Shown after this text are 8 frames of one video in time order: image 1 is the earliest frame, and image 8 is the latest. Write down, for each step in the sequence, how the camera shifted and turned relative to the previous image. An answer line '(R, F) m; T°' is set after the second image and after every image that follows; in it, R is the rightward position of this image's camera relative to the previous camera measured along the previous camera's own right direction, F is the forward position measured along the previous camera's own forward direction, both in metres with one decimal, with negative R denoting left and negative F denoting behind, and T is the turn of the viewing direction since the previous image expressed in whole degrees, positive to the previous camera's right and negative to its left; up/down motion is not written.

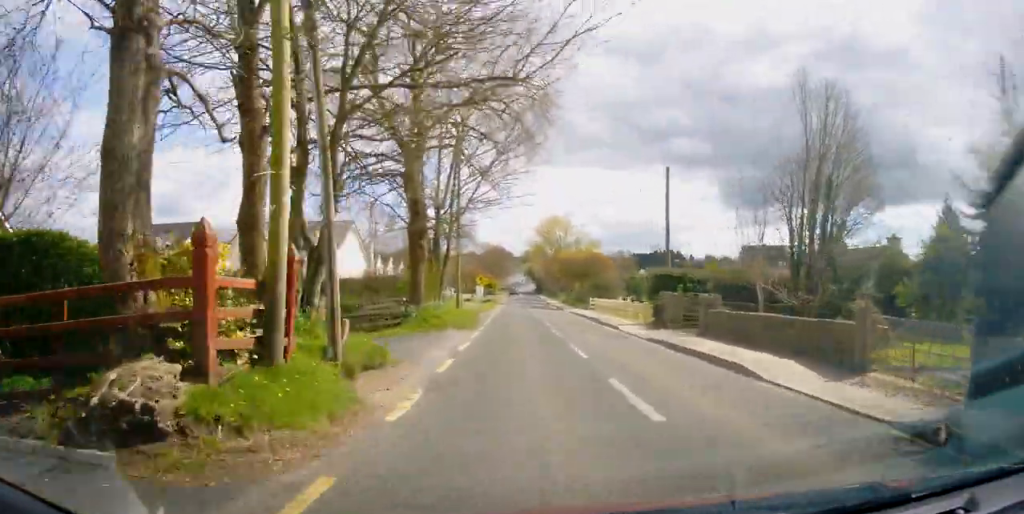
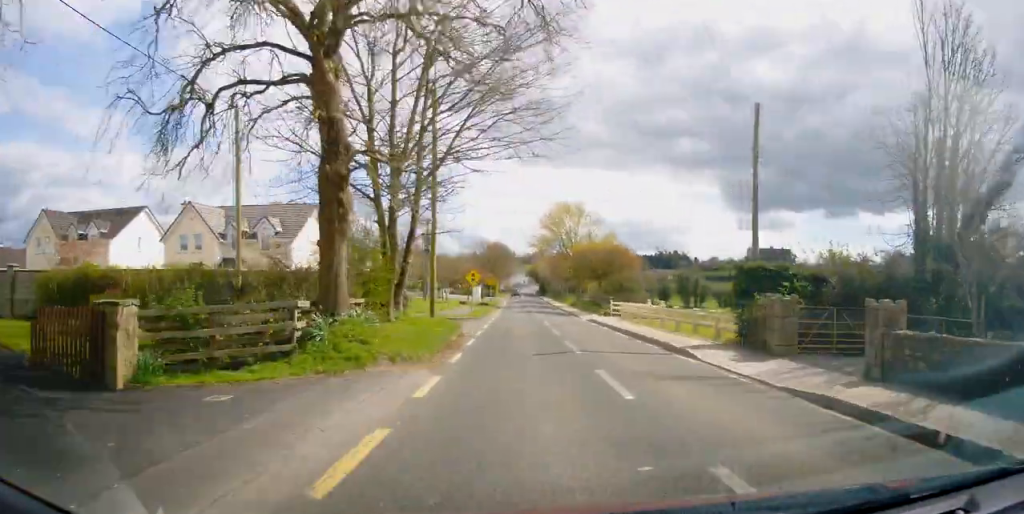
(-0.1, +10.3) m; +2°
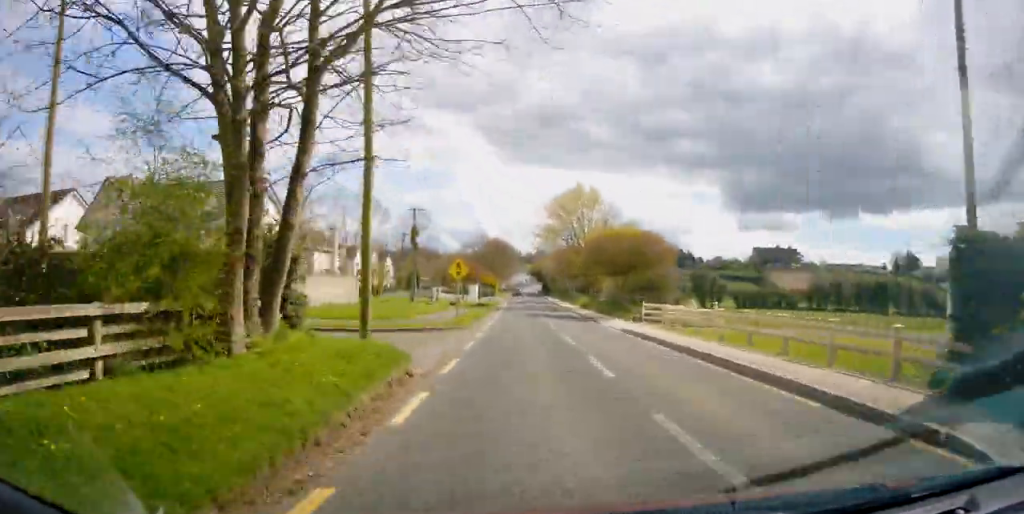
(+0.2, +9.7) m; +1°
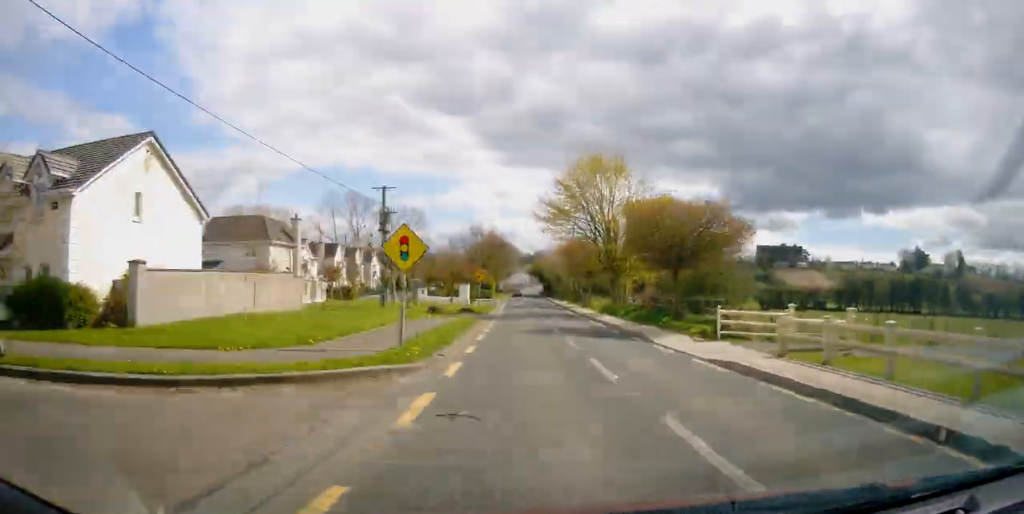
(+0.5, +11.8) m; 0°
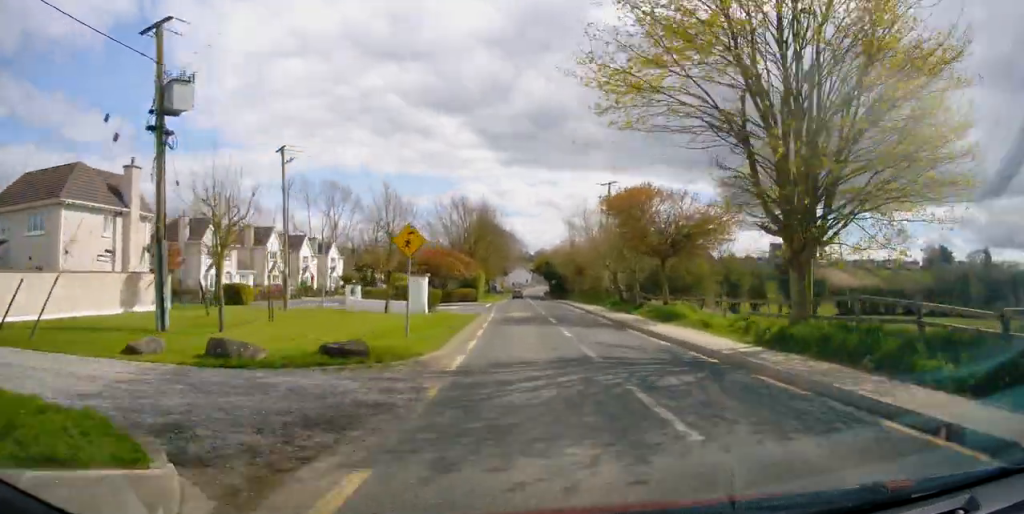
(-0.7, +27.5) m; +1°
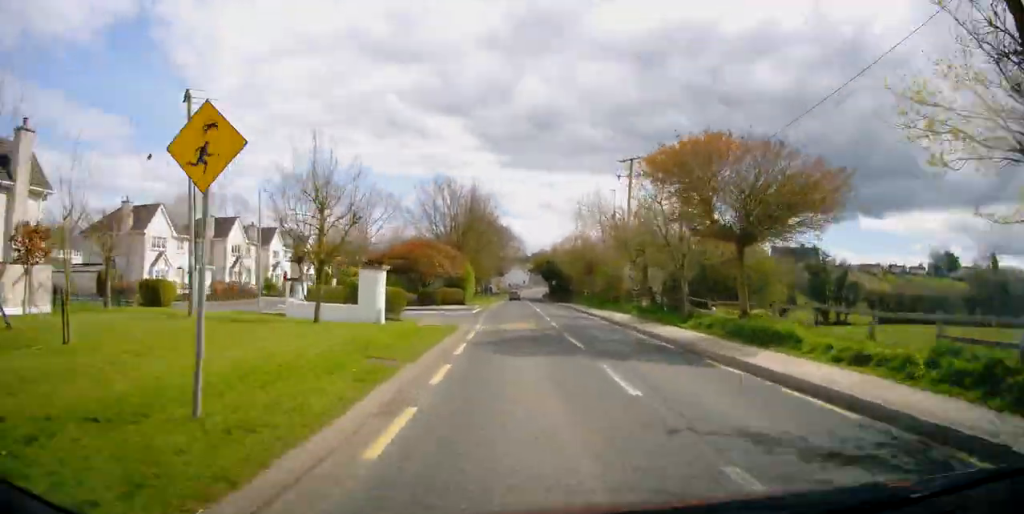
(+0.1, +9.7) m; 0°
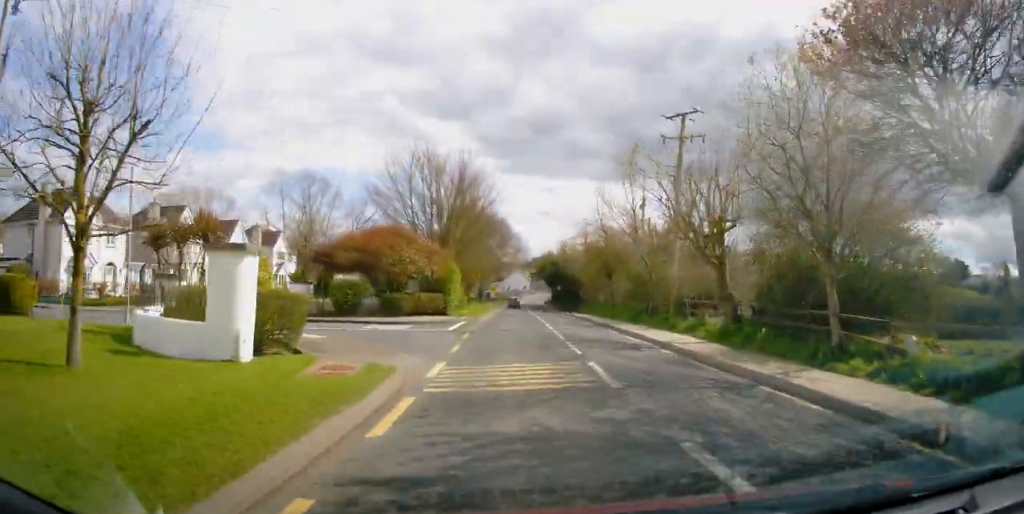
(0.0, +11.4) m; -1°
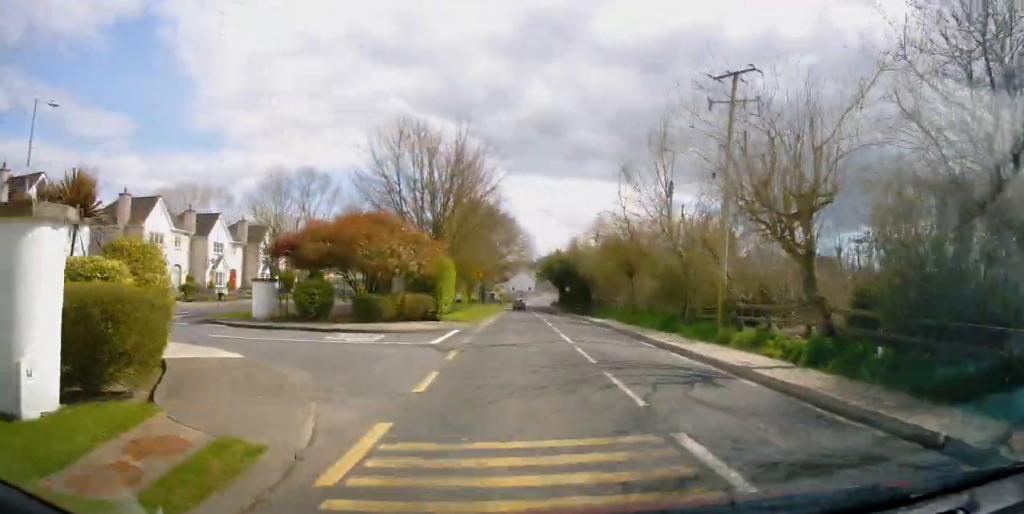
(-0.2, +5.6) m; 0°
